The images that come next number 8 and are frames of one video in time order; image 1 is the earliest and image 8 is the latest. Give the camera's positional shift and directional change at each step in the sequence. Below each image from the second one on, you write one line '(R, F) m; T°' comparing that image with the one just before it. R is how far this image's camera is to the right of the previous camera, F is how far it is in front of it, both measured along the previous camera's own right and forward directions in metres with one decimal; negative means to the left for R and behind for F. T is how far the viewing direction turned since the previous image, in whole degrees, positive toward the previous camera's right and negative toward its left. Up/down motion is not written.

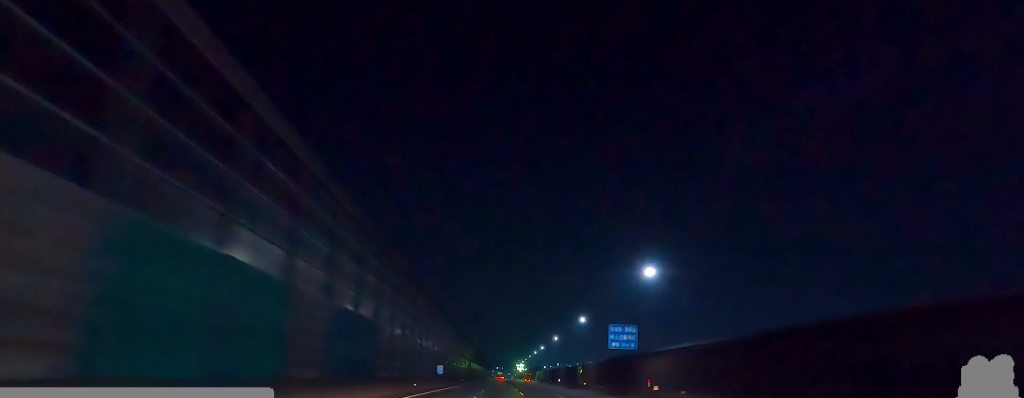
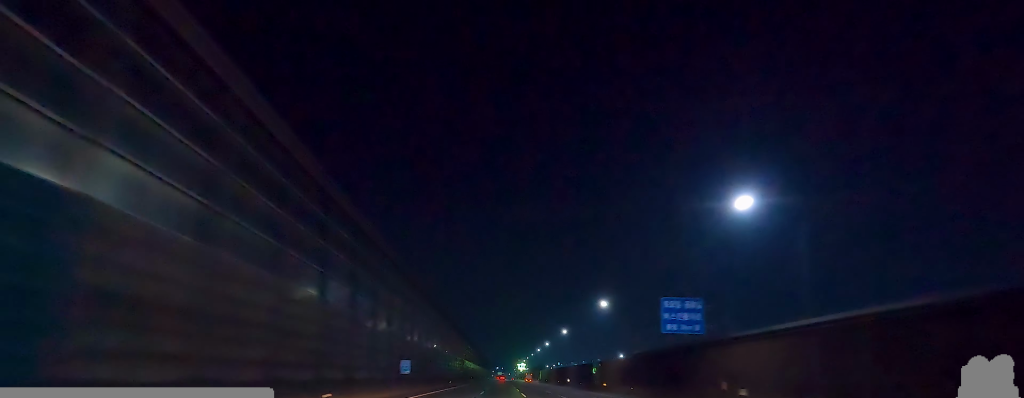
(0.0, +20.6) m; 0°
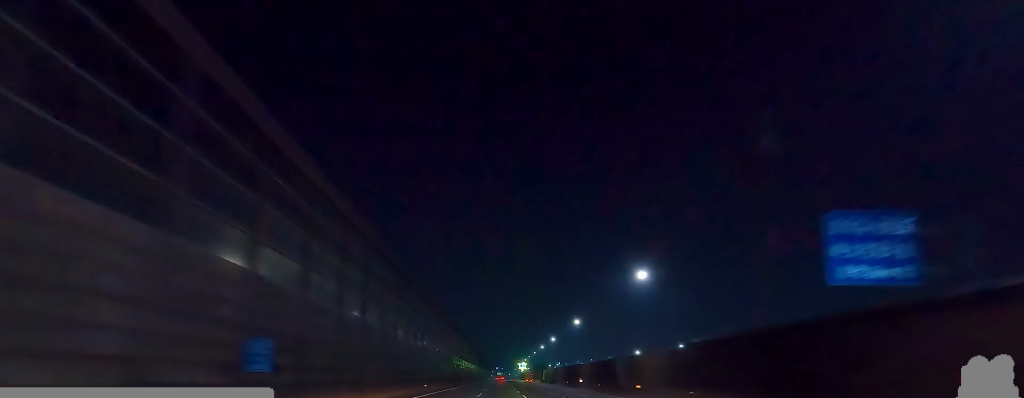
(0.0, +21.5) m; 0°
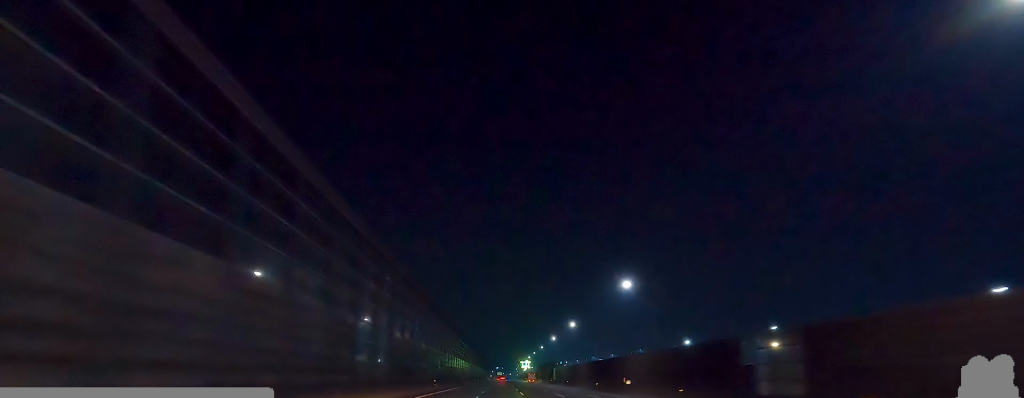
(-0.1, +40.9) m; 0°
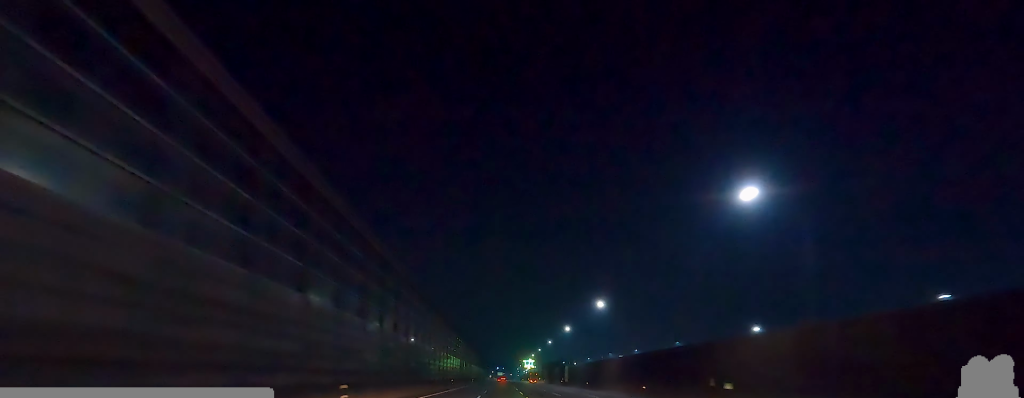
(+0.1, +30.3) m; 0°
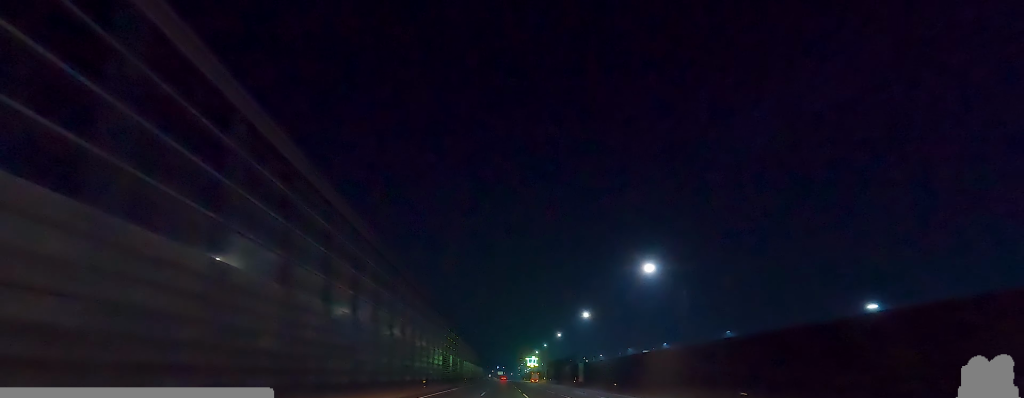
(0.0, +25.5) m; 0°
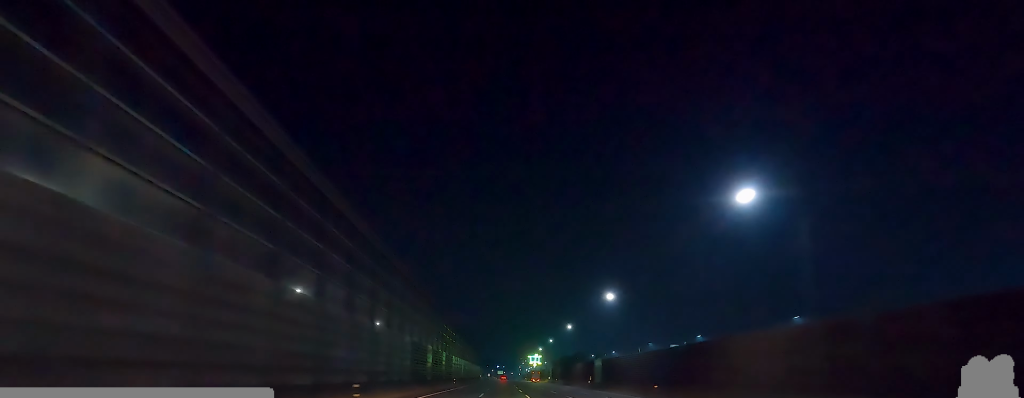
(0.0, +20.6) m; 0°
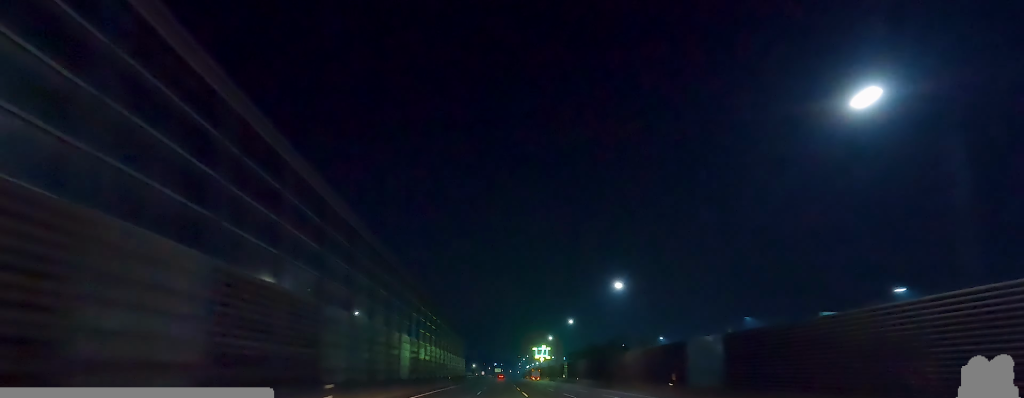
(0.0, +51.1) m; 0°
